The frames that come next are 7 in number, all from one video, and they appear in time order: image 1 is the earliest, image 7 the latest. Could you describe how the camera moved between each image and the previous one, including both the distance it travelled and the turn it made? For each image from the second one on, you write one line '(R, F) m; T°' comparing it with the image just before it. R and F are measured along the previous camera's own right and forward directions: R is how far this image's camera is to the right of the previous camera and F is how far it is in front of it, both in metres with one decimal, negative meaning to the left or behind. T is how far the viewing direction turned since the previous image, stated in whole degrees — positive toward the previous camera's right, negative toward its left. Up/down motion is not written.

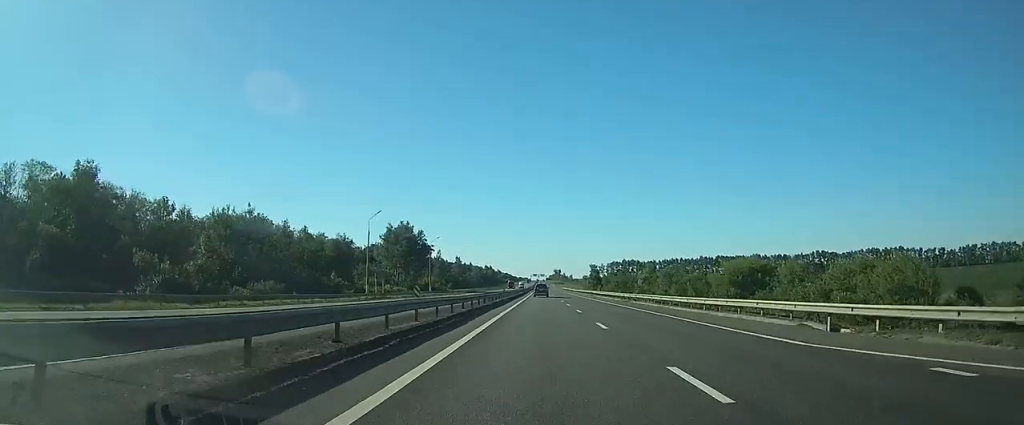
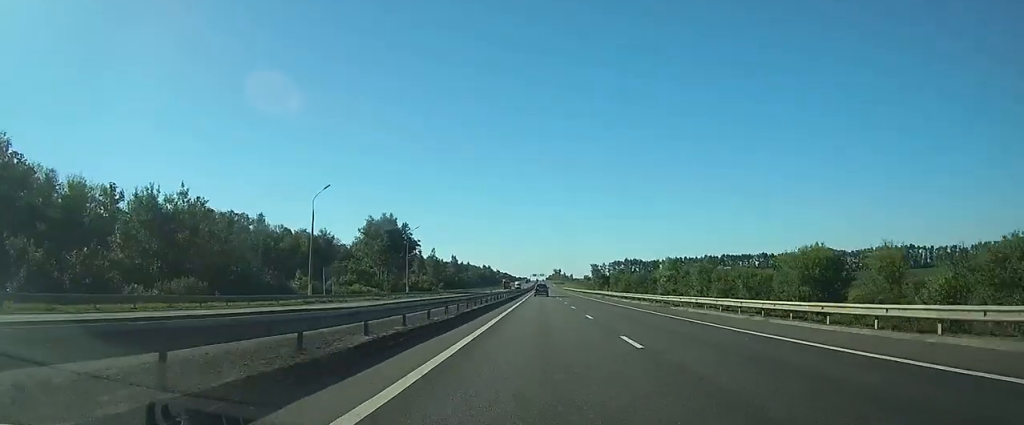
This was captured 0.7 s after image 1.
(+0.1, +18.1) m; 0°
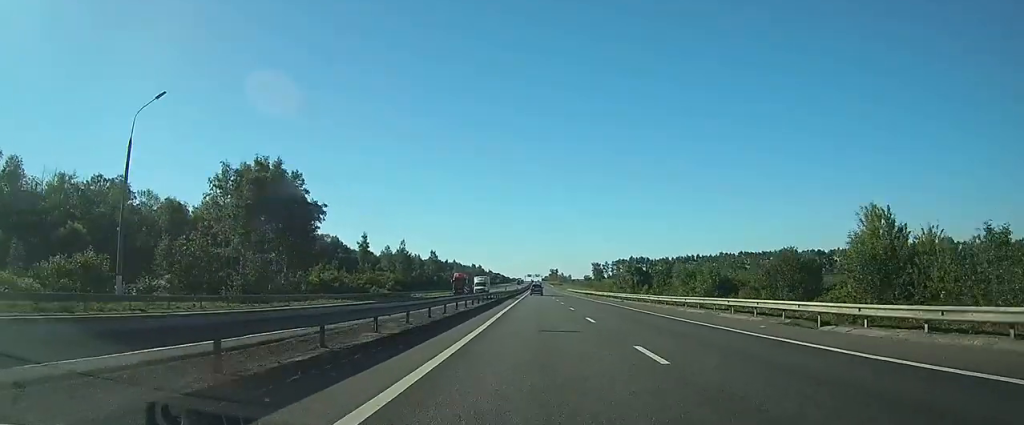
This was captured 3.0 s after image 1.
(-0.1, +62.8) m; 0°
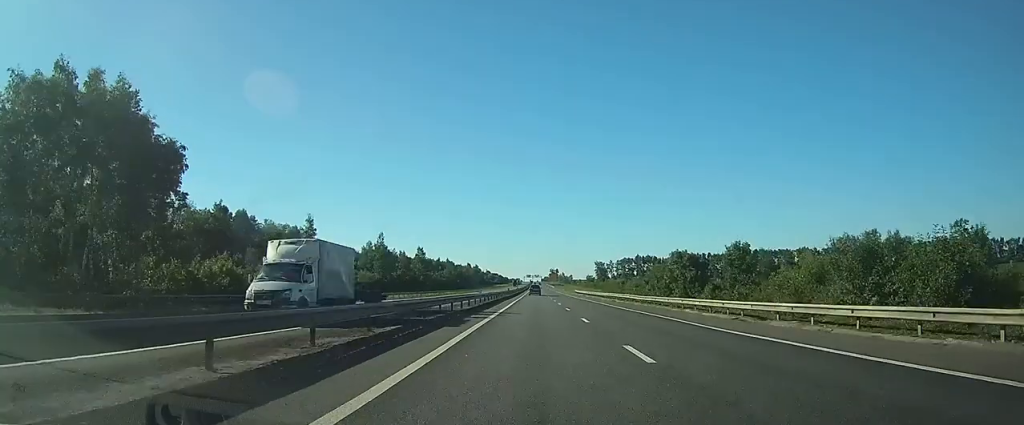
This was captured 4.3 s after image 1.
(-0.1, +36.0) m; 0°
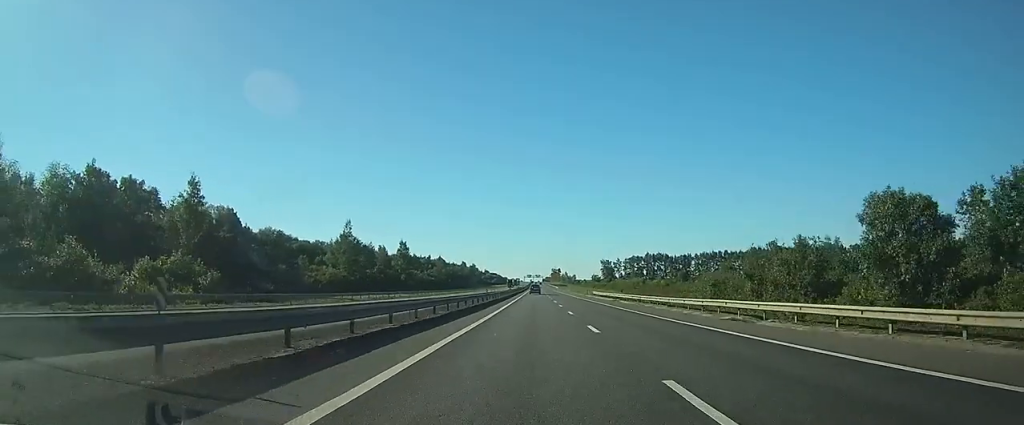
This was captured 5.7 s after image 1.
(0.0, +41.2) m; 0°
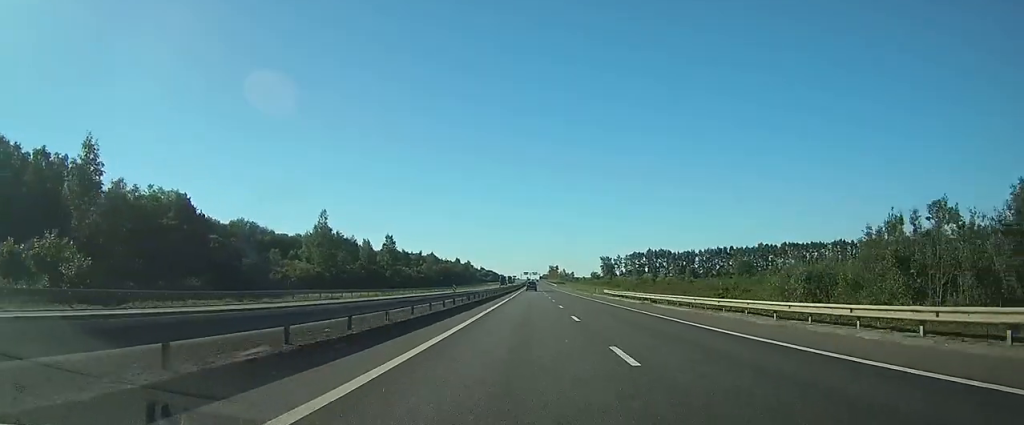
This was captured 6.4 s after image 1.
(-0.1, +19.8) m; 0°
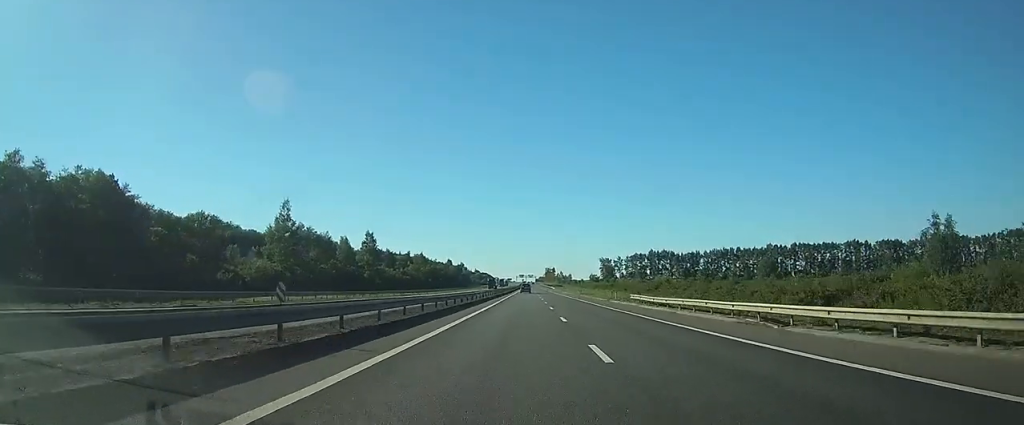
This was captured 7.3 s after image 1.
(0.0, +23.6) m; 0°
